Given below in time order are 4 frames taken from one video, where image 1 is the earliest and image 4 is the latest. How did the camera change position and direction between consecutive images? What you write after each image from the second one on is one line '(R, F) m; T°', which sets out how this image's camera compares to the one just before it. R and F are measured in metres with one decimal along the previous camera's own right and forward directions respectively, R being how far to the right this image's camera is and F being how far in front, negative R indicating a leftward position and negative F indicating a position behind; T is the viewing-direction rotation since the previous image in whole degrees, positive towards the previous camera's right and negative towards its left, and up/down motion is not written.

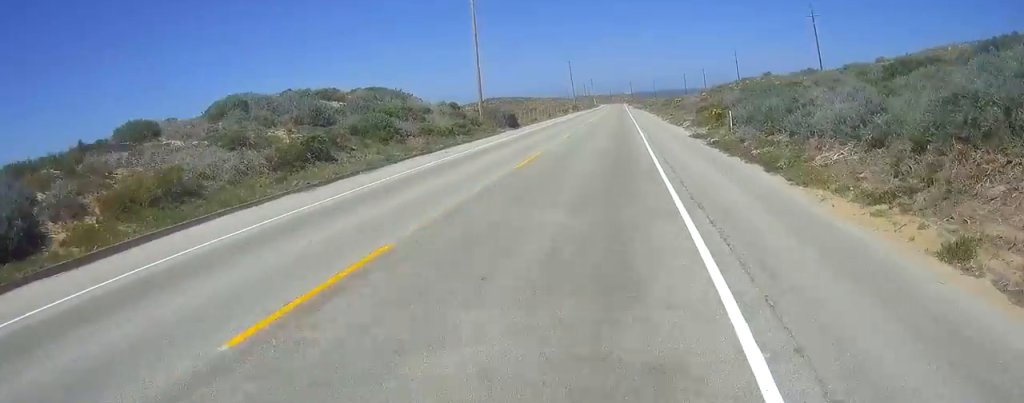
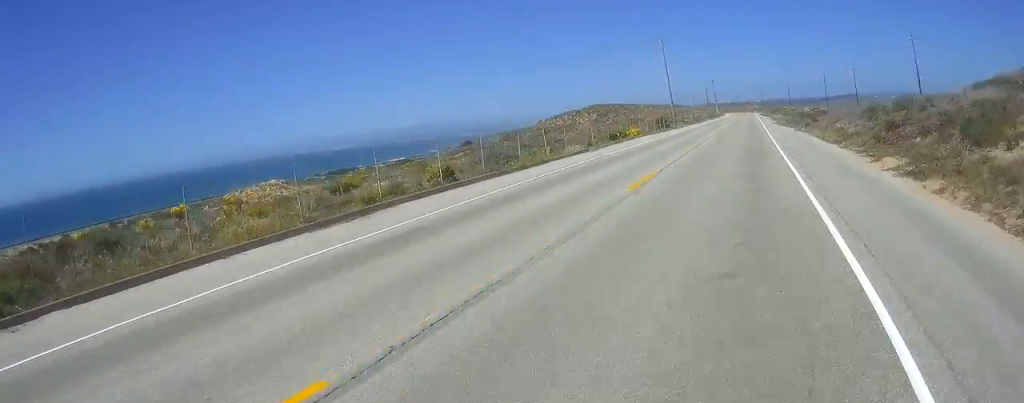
(0.0, +72.6) m; 0°
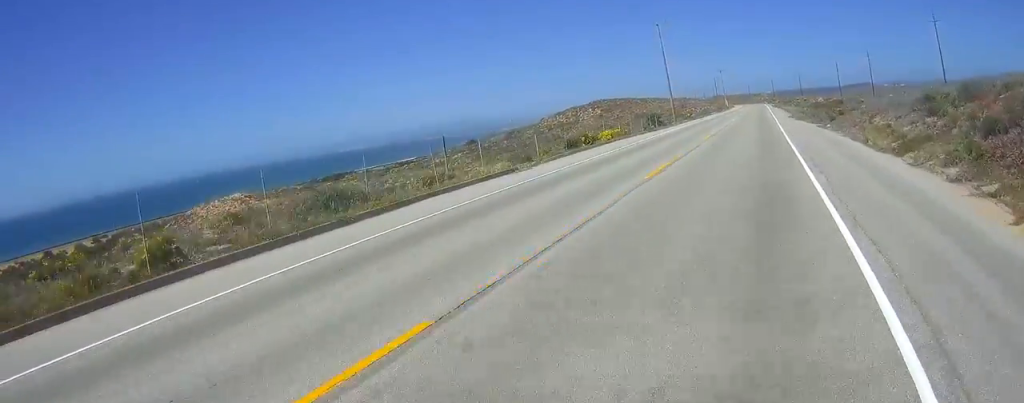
(0.0, +12.4) m; 0°
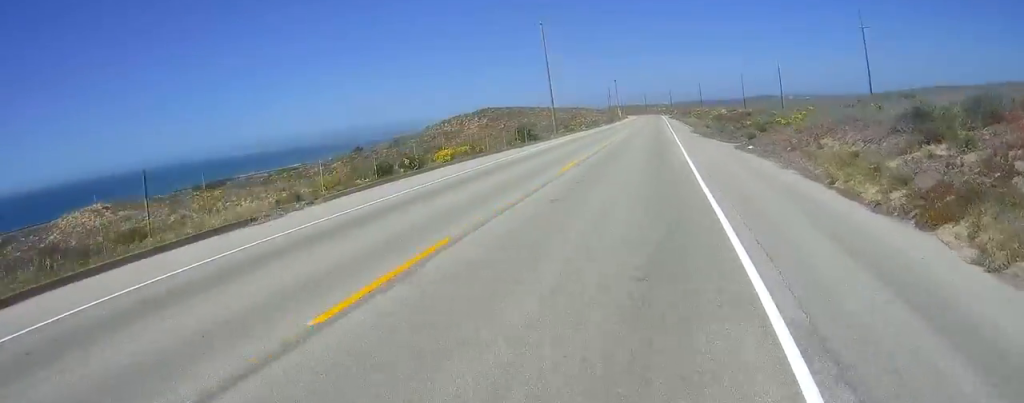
(0.0, +9.7) m; 0°
